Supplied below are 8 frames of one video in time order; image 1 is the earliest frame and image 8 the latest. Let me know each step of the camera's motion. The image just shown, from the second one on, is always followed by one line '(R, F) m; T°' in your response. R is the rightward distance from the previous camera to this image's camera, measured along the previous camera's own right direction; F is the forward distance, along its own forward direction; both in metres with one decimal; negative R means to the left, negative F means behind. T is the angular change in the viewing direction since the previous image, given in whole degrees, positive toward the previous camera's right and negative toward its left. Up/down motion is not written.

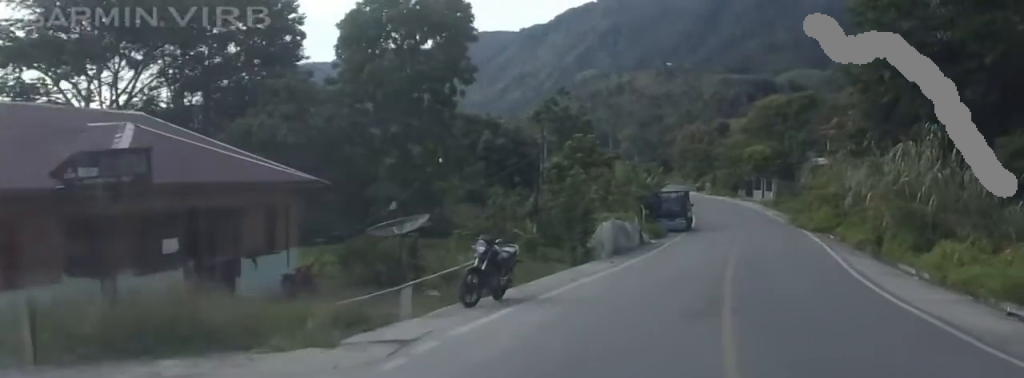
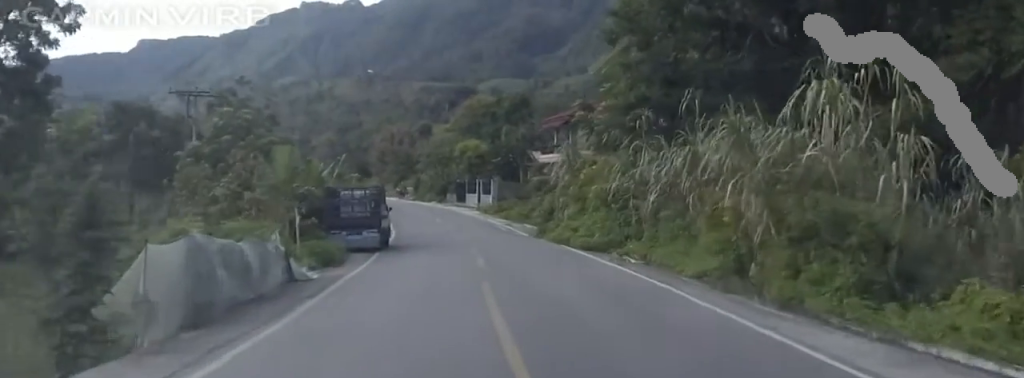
(+3.0, +18.3) m; +7°
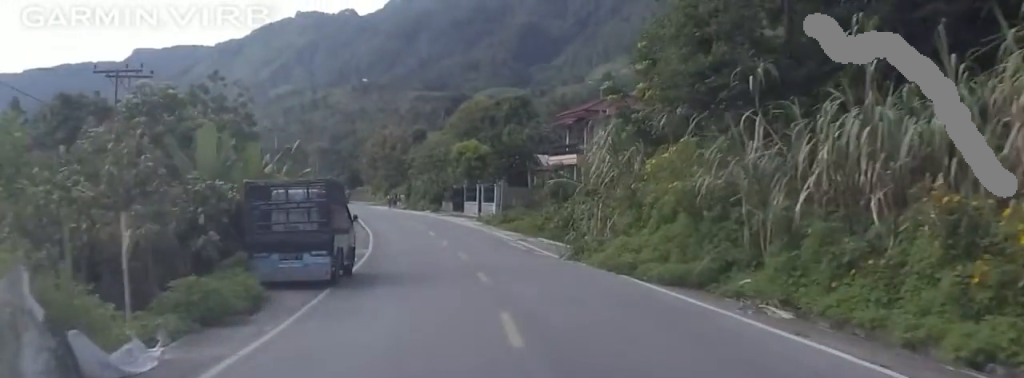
(-0.3, +11.0) m; 0°
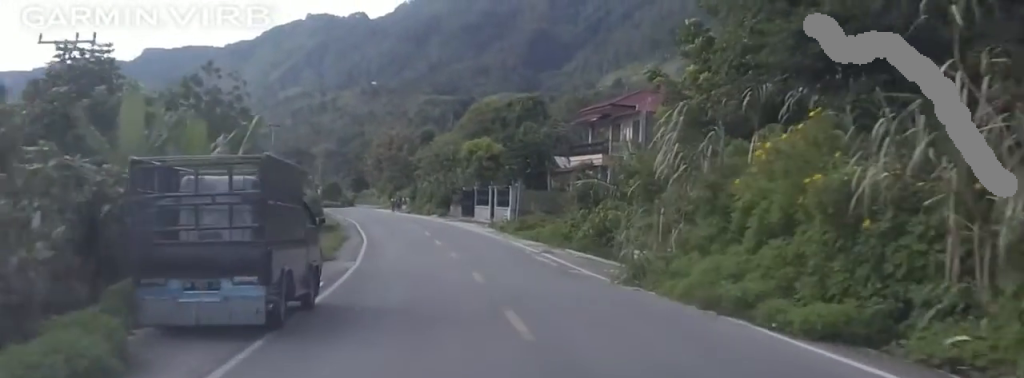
(+0.8, +6.8) m; 0°
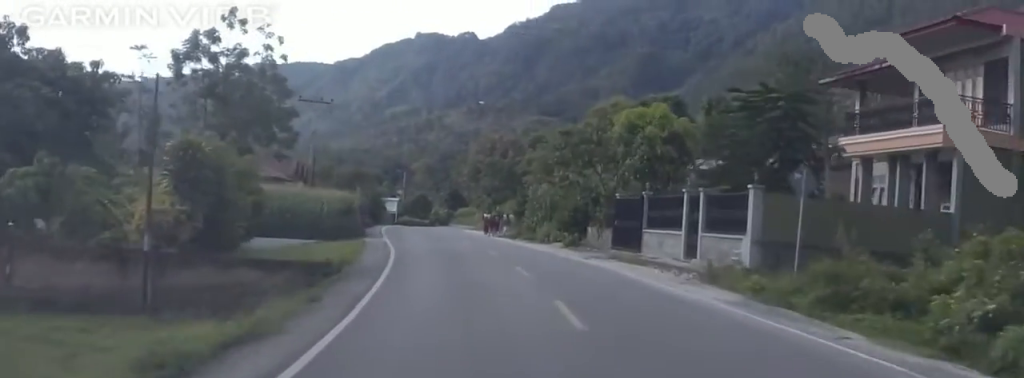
(-0.6, +30.4) m; -8°
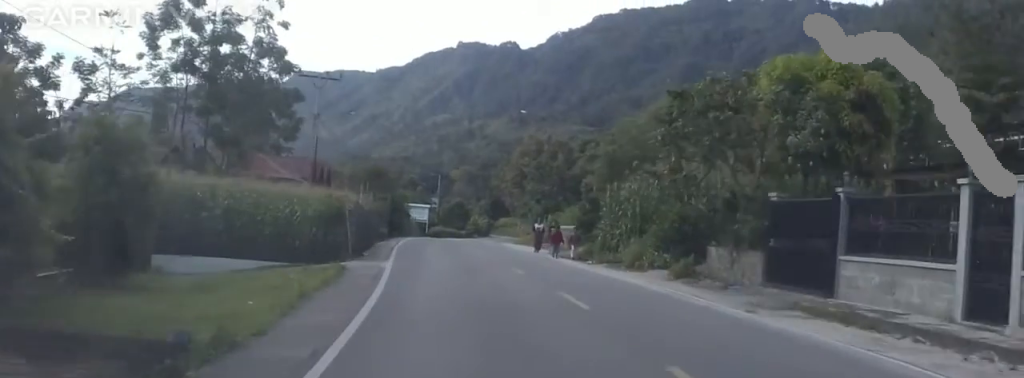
(-2.5, +13.7) m; -5°
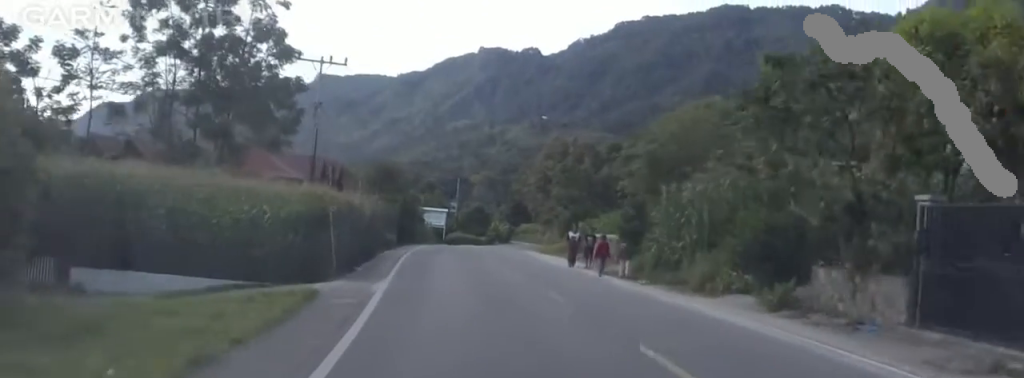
(+0.6, +6.3) m; +3°
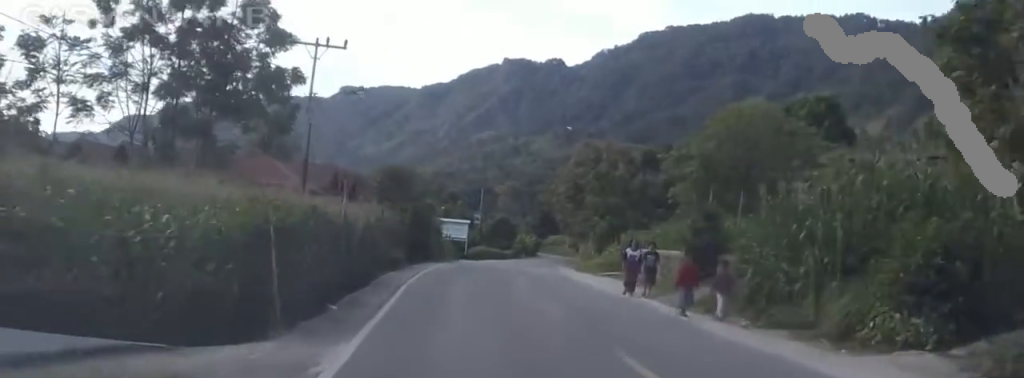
(+0.4, +7.4) m; +3°
